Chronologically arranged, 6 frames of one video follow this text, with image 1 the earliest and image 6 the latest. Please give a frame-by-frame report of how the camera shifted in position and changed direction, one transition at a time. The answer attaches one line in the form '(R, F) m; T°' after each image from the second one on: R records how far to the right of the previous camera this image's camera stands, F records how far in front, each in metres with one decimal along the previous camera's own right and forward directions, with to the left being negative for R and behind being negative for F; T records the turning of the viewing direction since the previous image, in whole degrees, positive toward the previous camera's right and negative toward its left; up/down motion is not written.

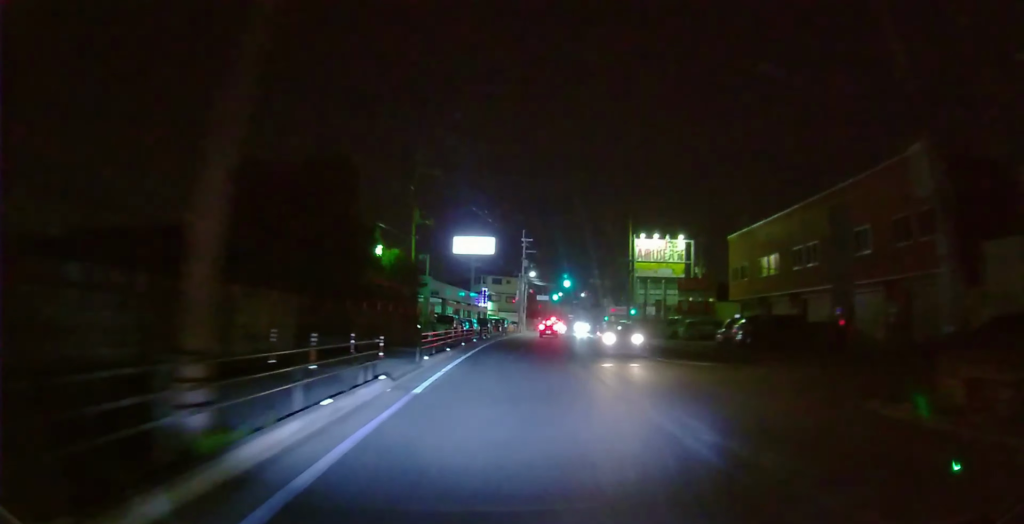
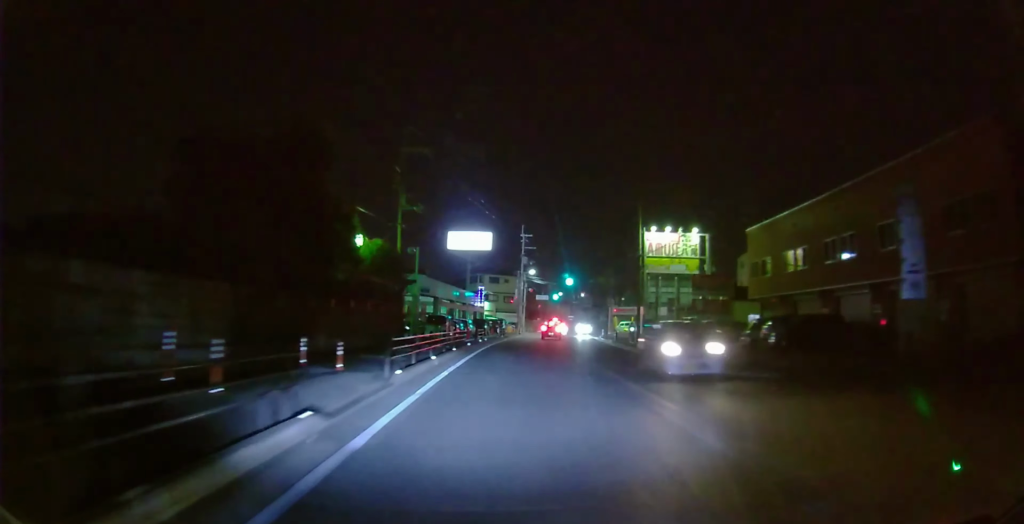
(0.0, +4.0) m; 0°
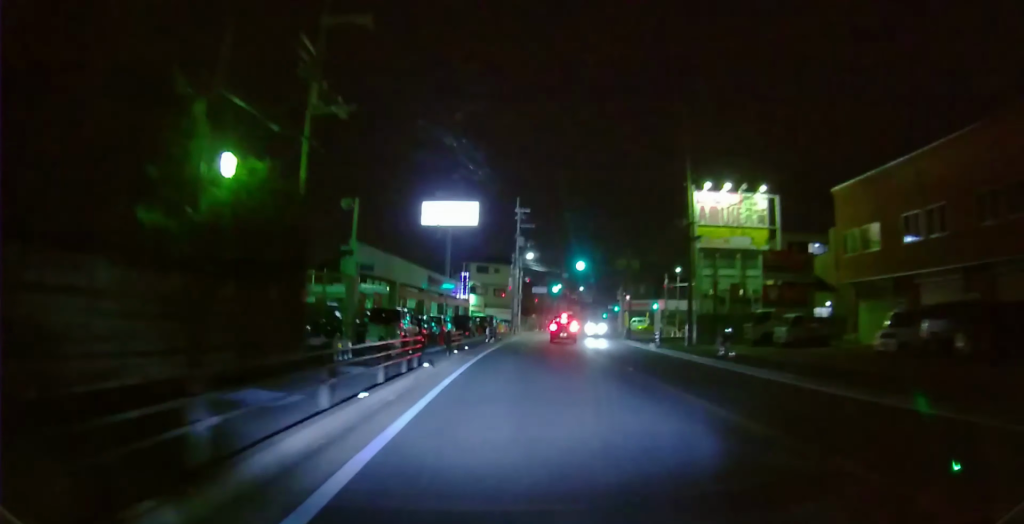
(0.0, +13.4) m; 0°
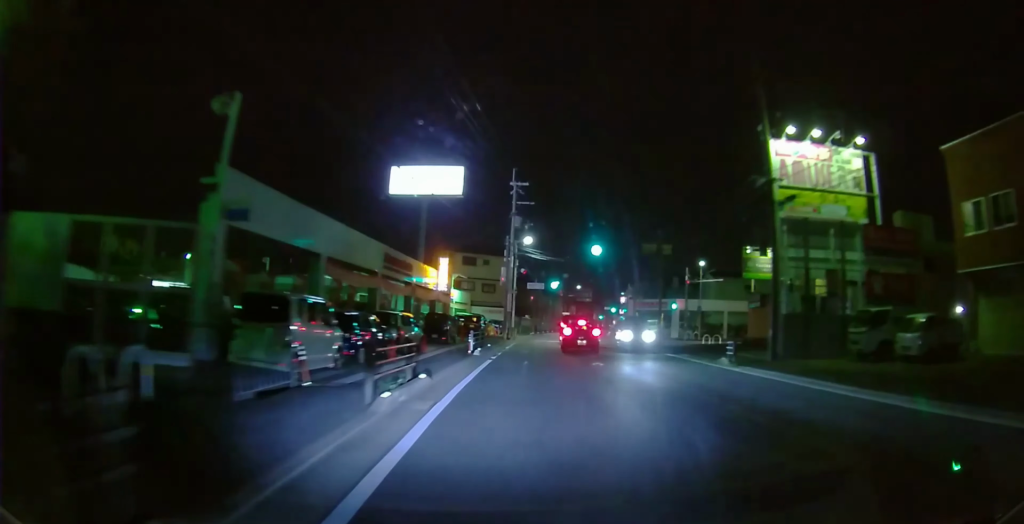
(0.0, +10.9) m; 0°
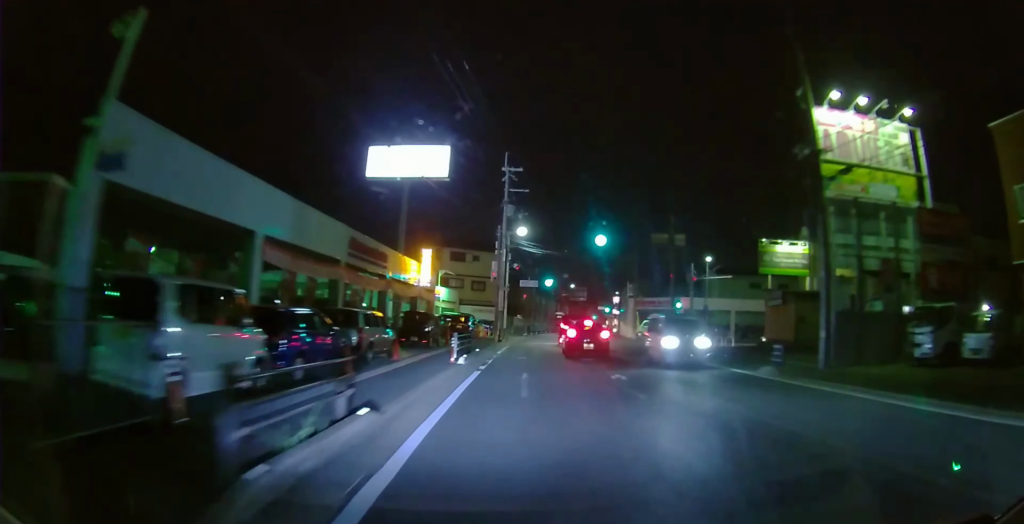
(0.0, +4.5) m; 0°
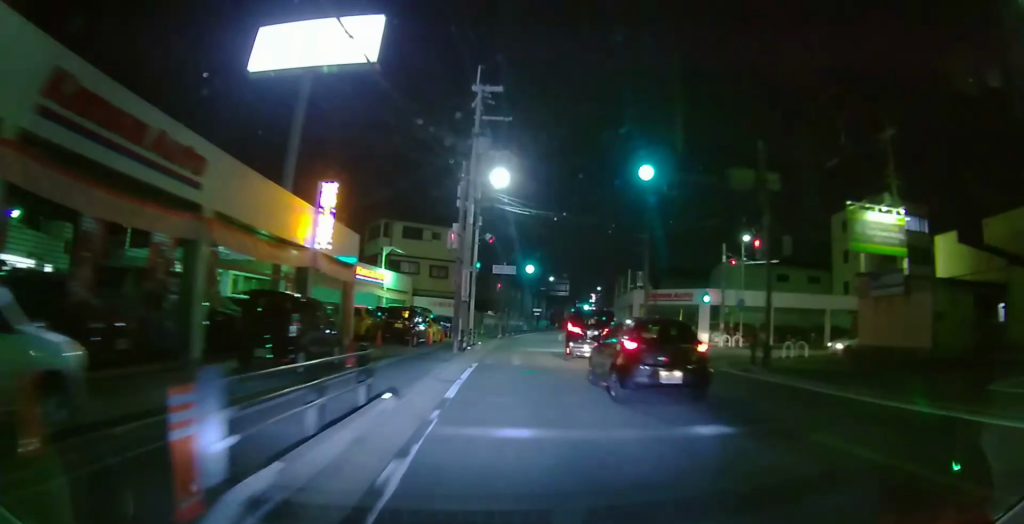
(0.0, +13.7) m; 0°
